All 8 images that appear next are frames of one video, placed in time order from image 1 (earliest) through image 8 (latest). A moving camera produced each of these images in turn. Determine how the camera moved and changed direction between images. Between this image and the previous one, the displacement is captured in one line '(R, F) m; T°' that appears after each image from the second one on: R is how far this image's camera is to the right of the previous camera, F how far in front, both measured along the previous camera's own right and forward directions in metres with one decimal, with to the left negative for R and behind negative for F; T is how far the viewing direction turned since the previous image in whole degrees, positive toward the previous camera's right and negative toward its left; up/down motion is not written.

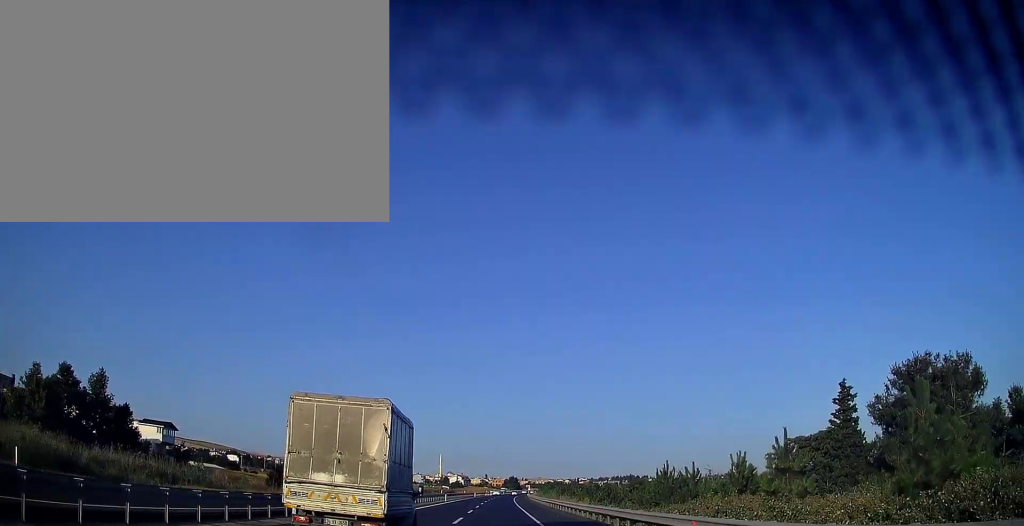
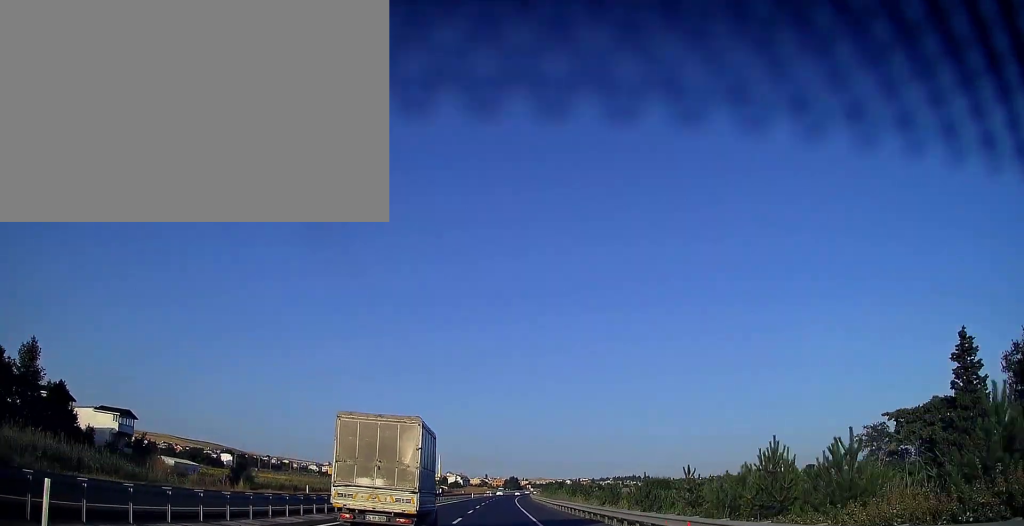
(0.0, +11.8) m; 0°
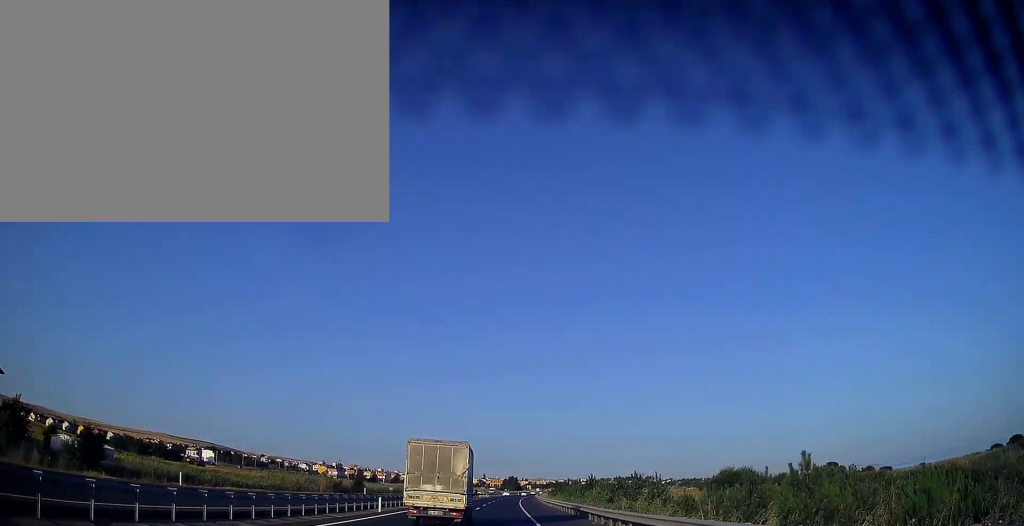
(+0.2, +27.5) m; +1°
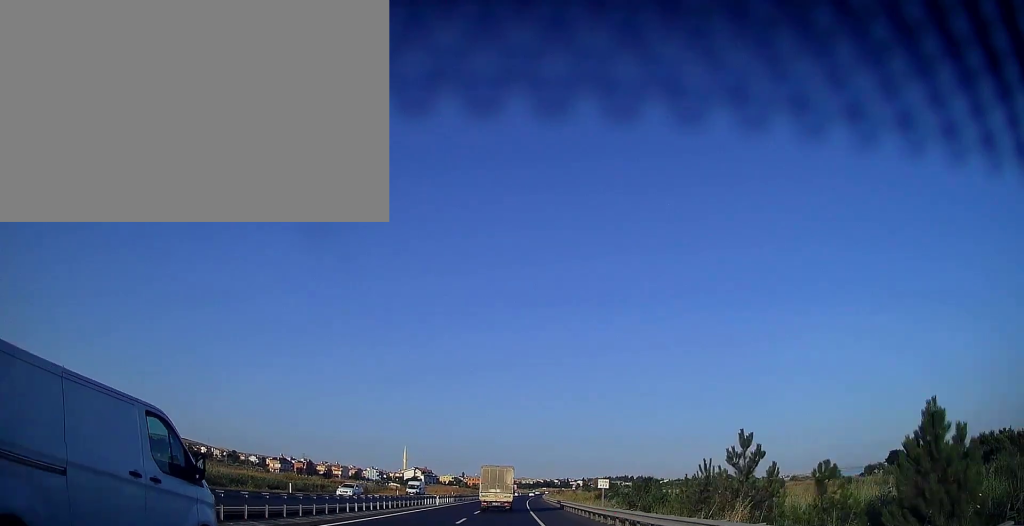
(+0.7, +80.6) m; +1°
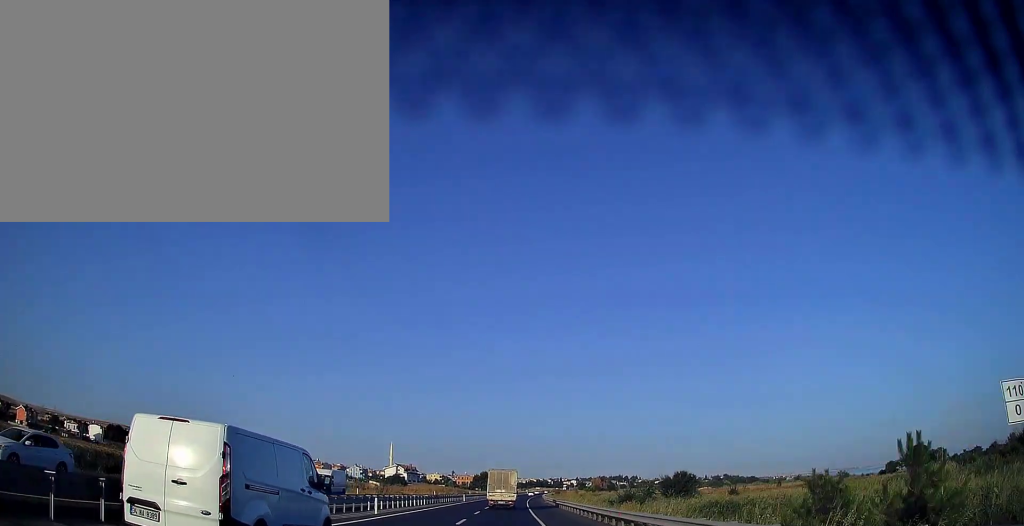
(+0.4, +24.6) m; +1°
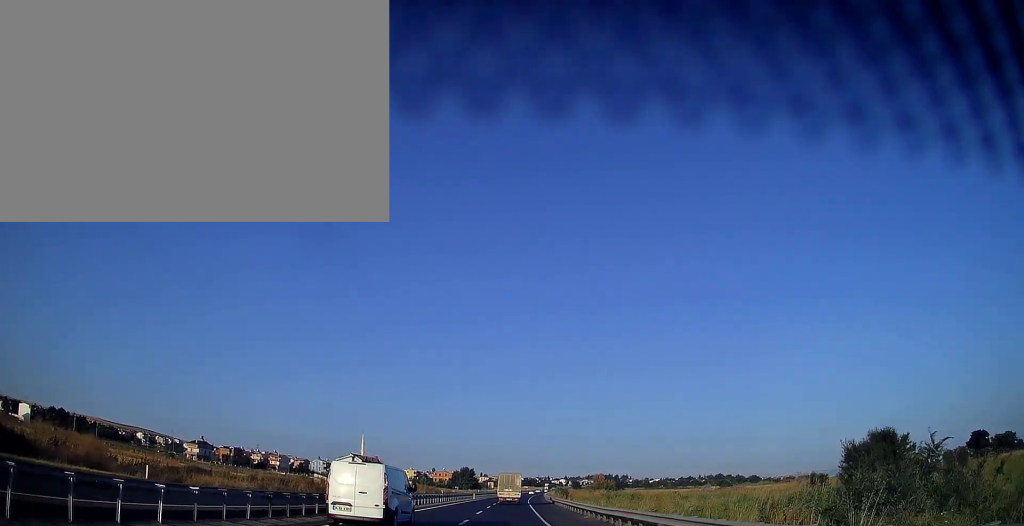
(+0.5, +49.1) m; +1°
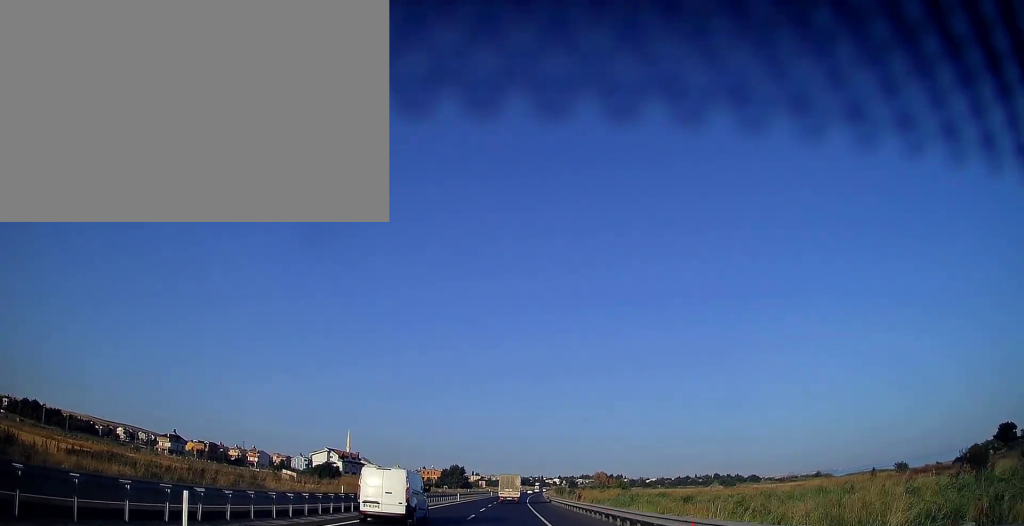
(+0.1, +19.7) m; +1°
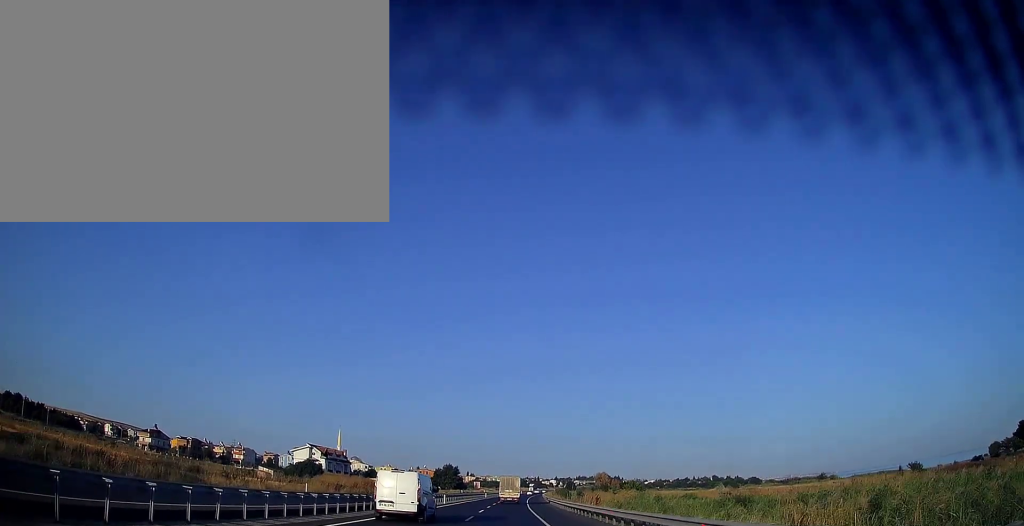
(0.0, +12.8) m; 0°
